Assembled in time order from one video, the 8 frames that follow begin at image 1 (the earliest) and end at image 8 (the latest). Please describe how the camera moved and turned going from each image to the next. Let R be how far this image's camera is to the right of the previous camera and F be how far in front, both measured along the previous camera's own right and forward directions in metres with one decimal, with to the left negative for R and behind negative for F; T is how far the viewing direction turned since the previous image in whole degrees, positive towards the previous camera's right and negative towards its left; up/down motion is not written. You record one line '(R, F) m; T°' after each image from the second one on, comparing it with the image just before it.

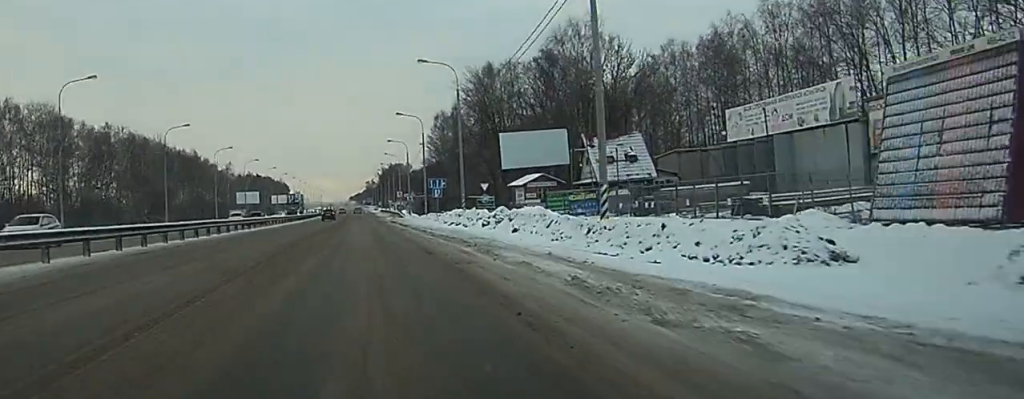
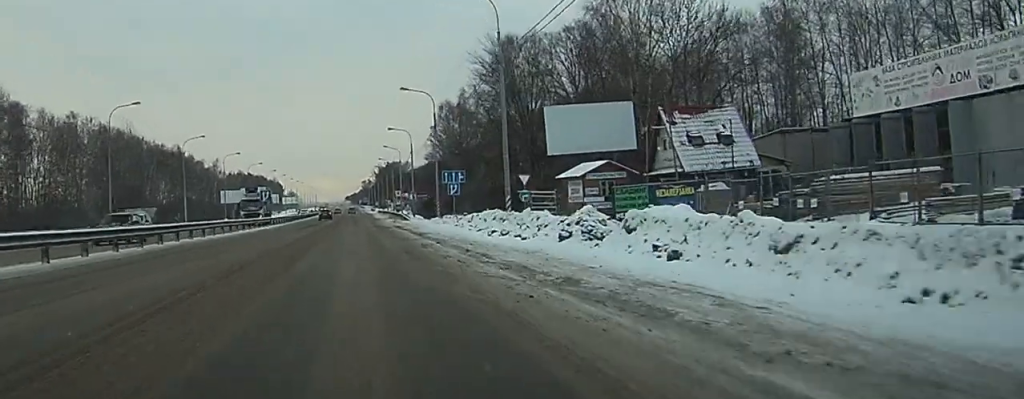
(+0.4, +19.3) m; +2°
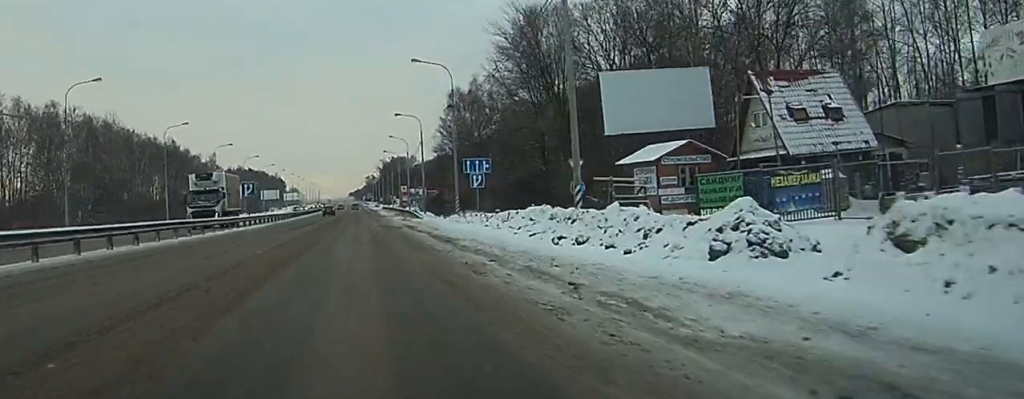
(+0.2, +12.3) m; 0°
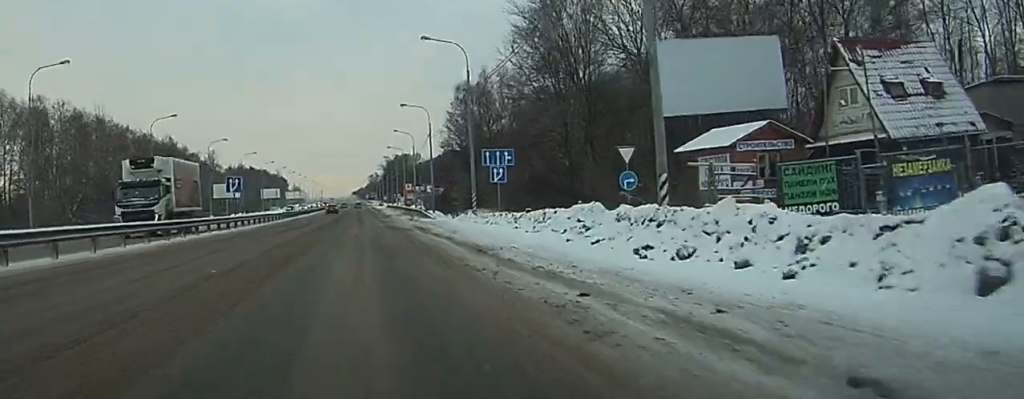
(0.0, +7.9) m; -1°
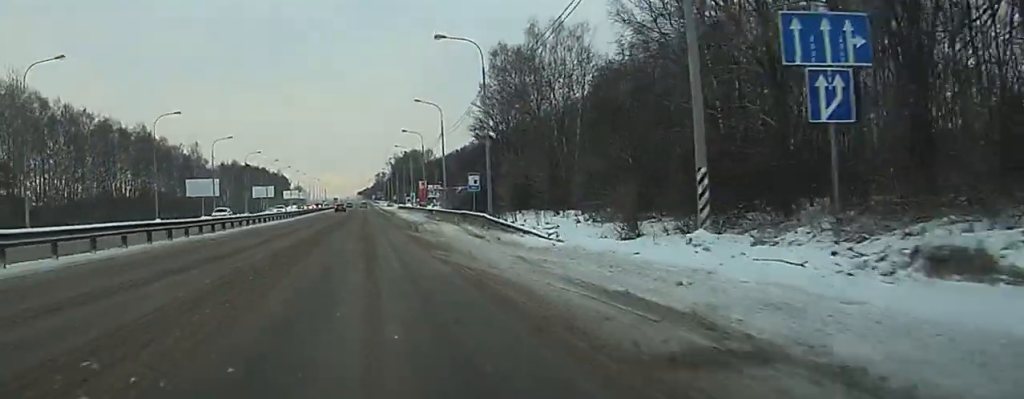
(-1.9, +36.7) m; -4°
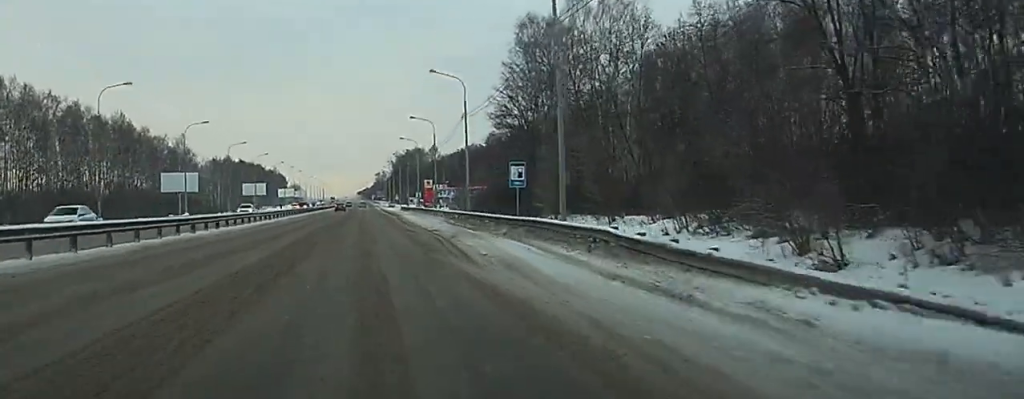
(-0.1, +19.8) m; 0°
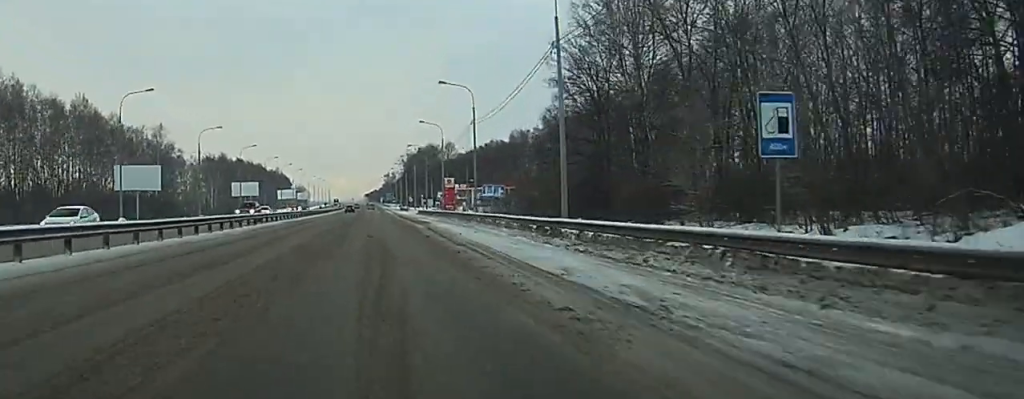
(0.0, +31.3) m; 0°
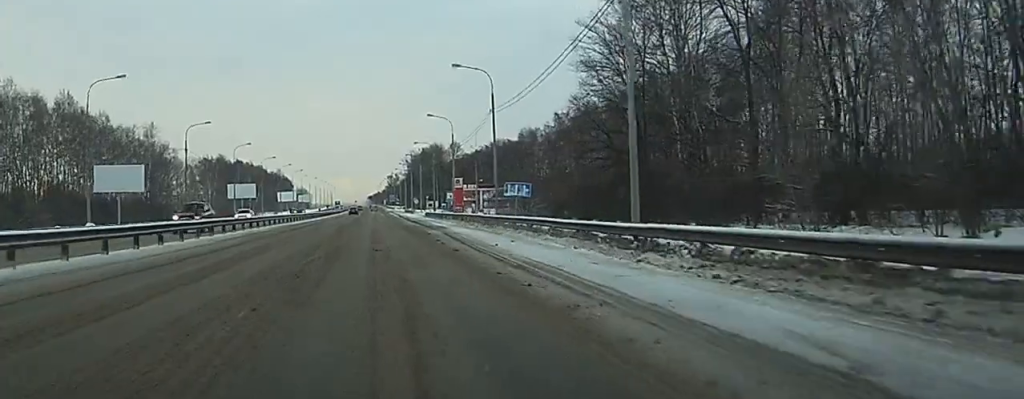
(0.0, +9.7) m; 0°
